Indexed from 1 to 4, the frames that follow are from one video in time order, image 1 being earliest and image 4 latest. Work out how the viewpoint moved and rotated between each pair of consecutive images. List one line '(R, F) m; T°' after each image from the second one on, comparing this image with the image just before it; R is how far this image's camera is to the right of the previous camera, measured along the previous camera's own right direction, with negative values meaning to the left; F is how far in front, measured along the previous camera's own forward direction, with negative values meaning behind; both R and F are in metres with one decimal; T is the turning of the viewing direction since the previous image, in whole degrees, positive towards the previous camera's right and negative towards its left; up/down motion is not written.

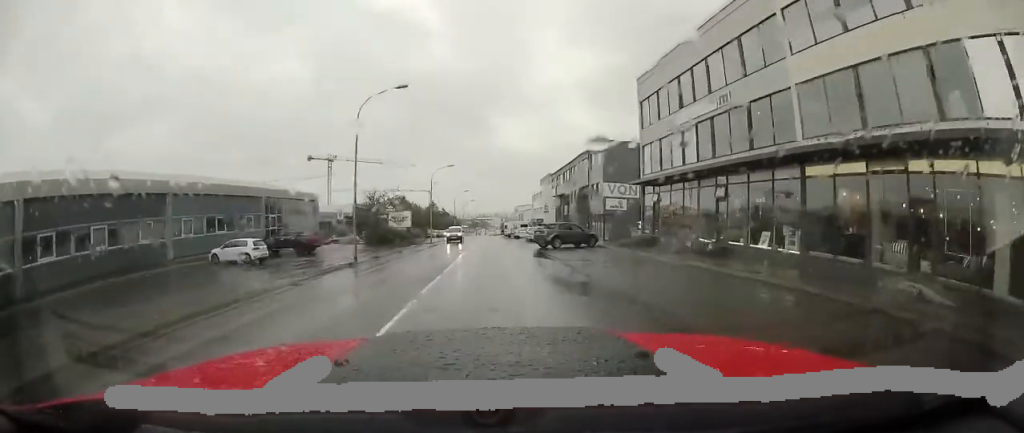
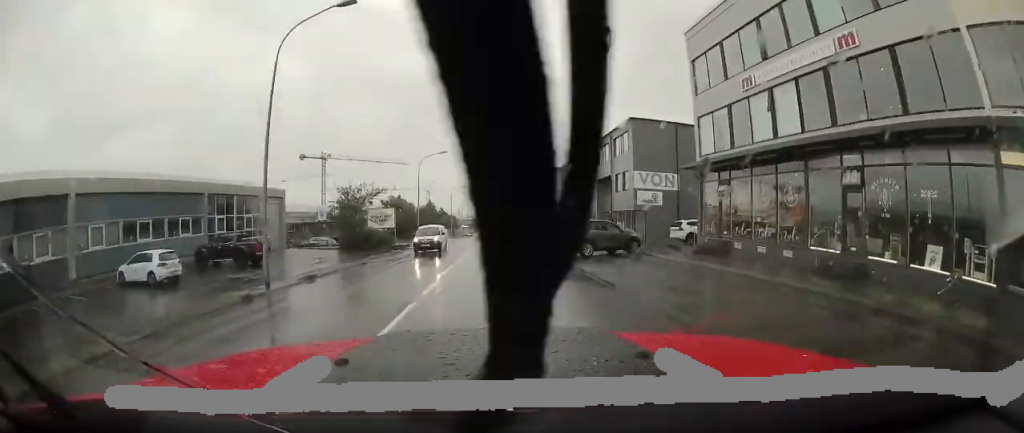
(+0.1, +8.2) m; +1°
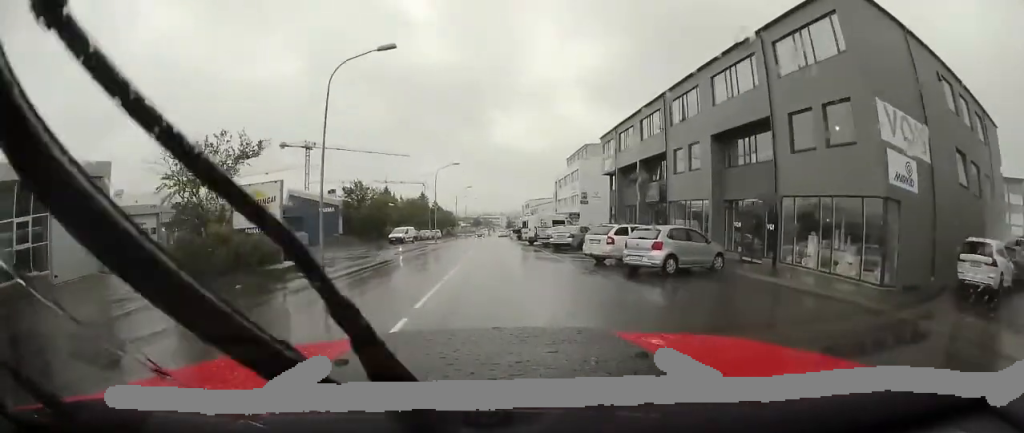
(-0.1, +21.6) m; -1°
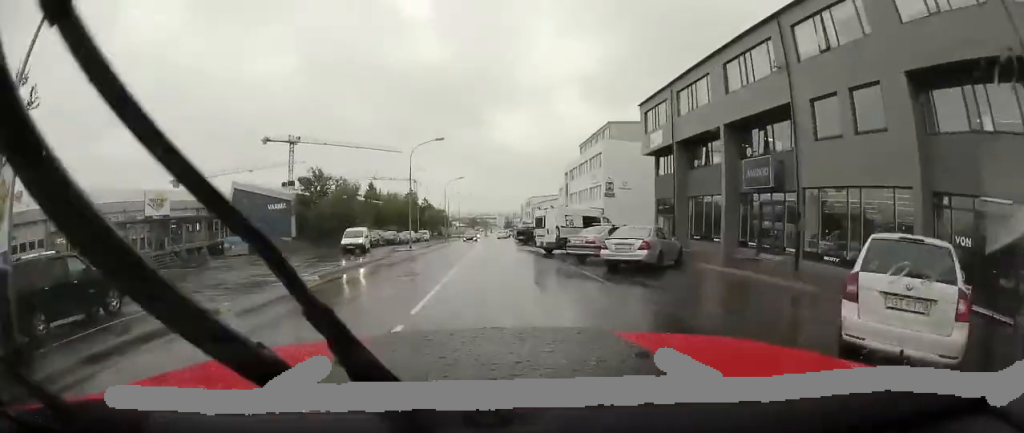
(+0.1, +12.2) m; +2°
